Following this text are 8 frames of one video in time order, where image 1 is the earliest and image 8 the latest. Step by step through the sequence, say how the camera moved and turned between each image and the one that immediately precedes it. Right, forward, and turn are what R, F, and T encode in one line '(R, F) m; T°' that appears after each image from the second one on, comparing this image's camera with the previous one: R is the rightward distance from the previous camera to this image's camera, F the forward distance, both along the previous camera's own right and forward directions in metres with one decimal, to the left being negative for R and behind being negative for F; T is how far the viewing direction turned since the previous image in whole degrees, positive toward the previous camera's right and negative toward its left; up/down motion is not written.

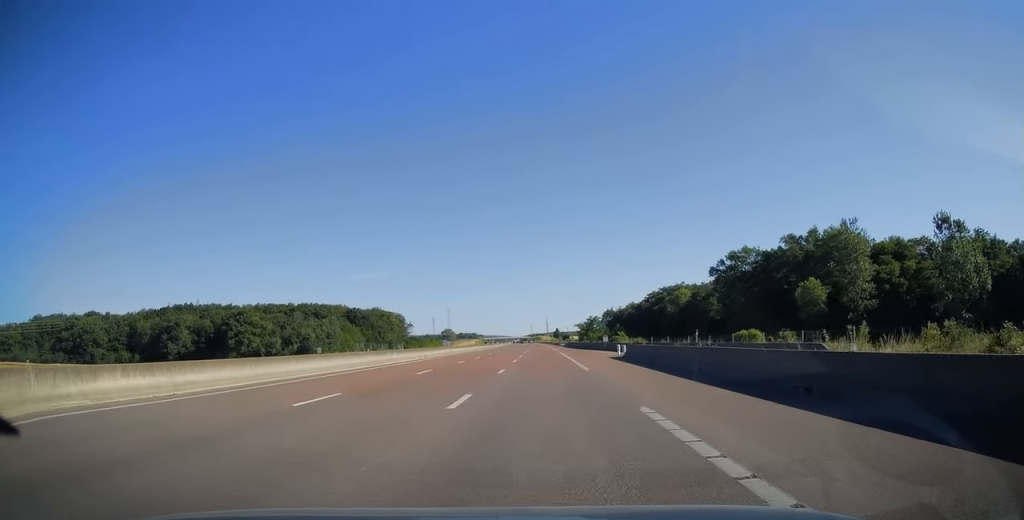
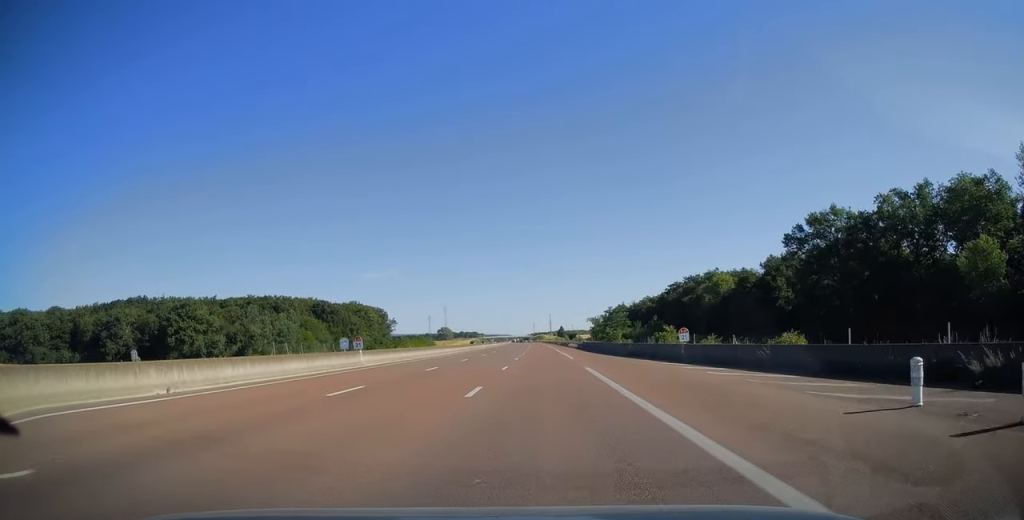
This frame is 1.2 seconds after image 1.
(-0.2, +36.9) m; 0°
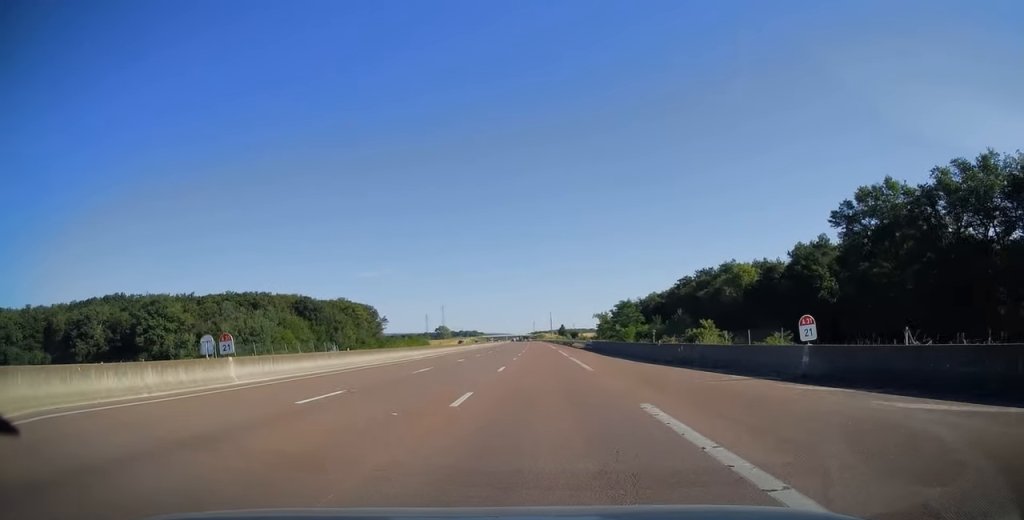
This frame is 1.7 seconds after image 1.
(0.0, +14.9) m; 0°
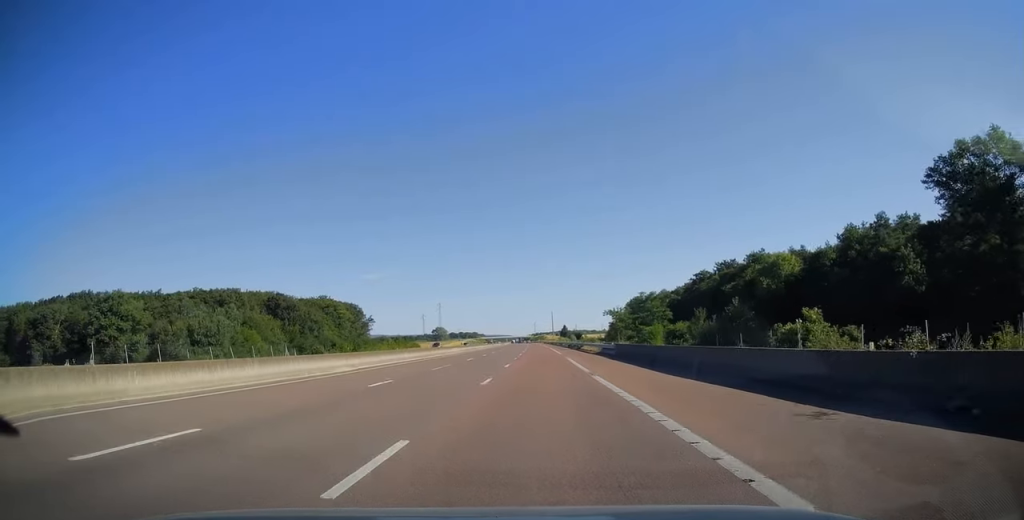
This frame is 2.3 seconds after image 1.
(0.0, +20.0) m; 0°
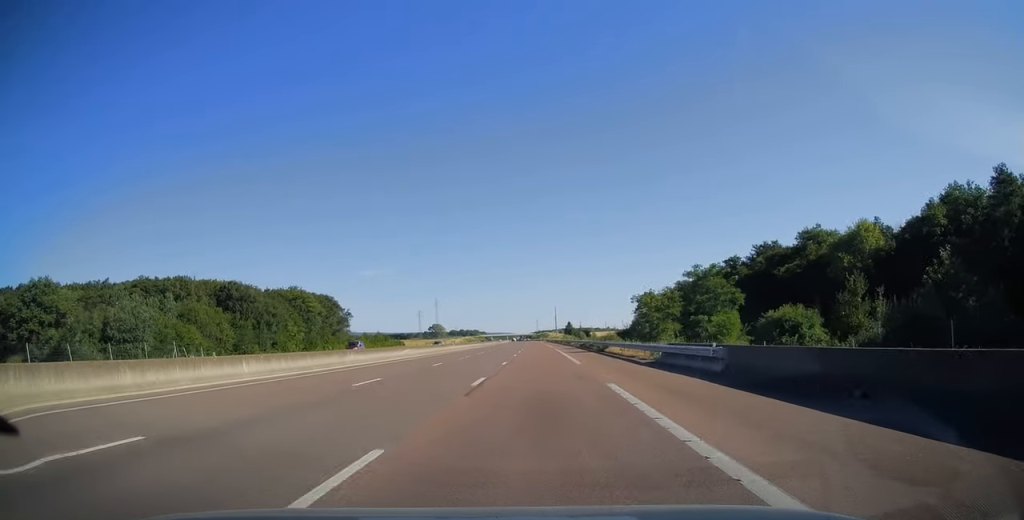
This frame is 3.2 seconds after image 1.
(0.0, +27.2) m; 0°
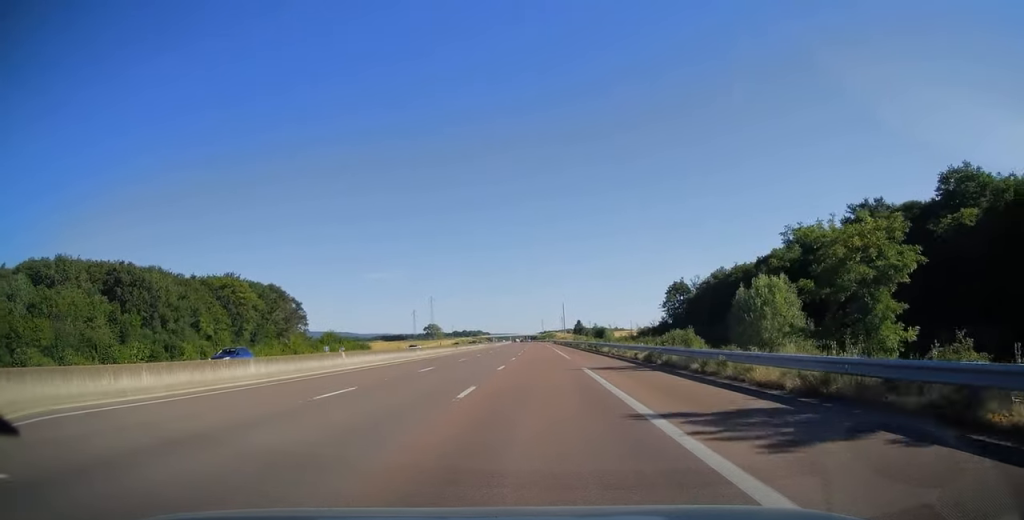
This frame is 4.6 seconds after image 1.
(-0.2, +41.5) m; -1°
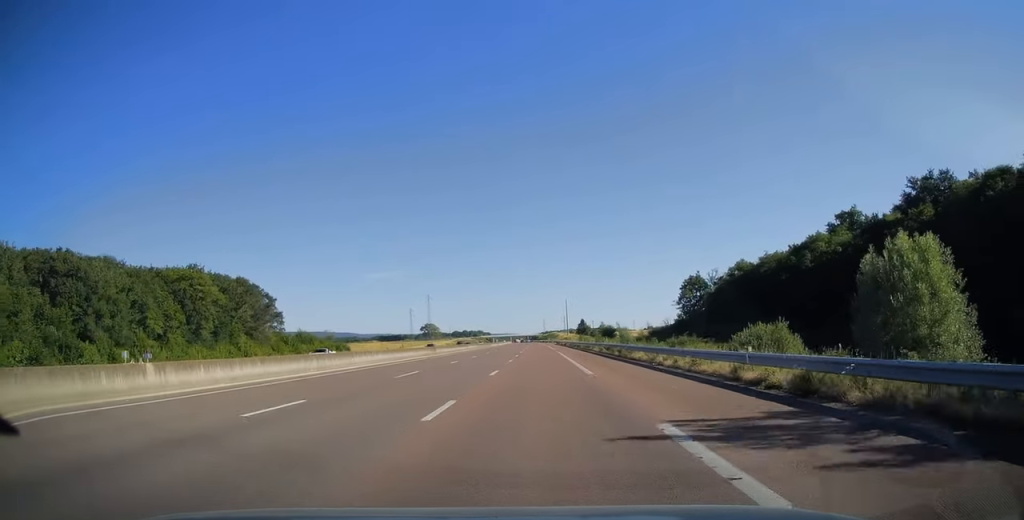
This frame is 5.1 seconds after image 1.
(-0.1, +16.9) m; 0°
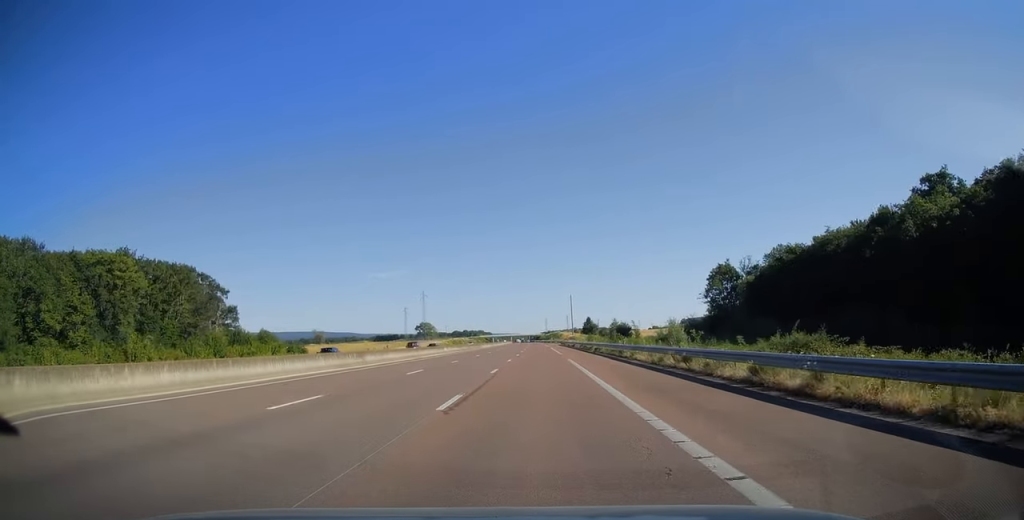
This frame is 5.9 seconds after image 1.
(0.0, +24.6) m; 0°
